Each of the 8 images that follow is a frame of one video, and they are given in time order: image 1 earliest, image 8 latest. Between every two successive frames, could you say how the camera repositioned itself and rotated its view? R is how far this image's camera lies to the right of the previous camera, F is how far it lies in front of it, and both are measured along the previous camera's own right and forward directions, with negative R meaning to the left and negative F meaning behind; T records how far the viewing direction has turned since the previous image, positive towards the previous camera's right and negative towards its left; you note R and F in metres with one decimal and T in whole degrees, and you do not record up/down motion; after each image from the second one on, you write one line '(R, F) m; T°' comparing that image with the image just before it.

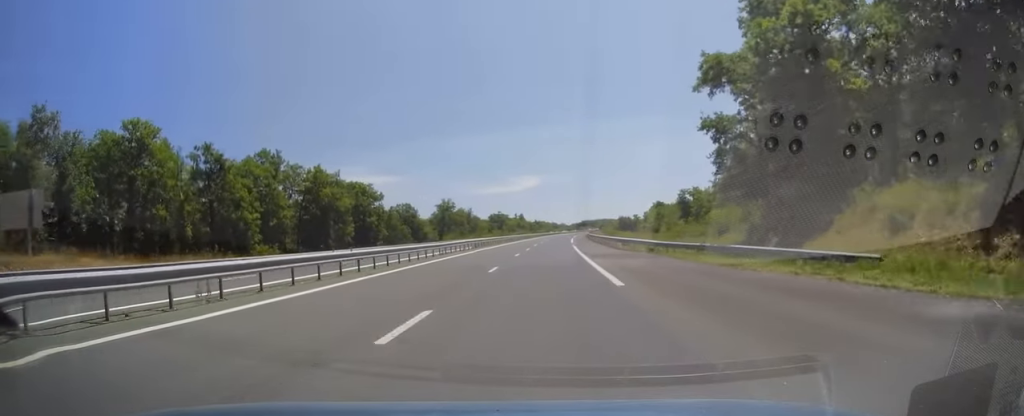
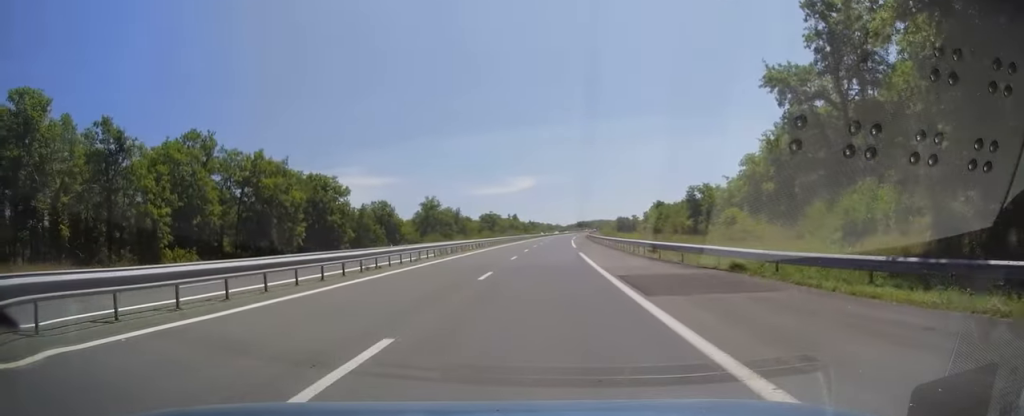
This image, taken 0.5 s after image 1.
(0.0, +15.8) m; 0°
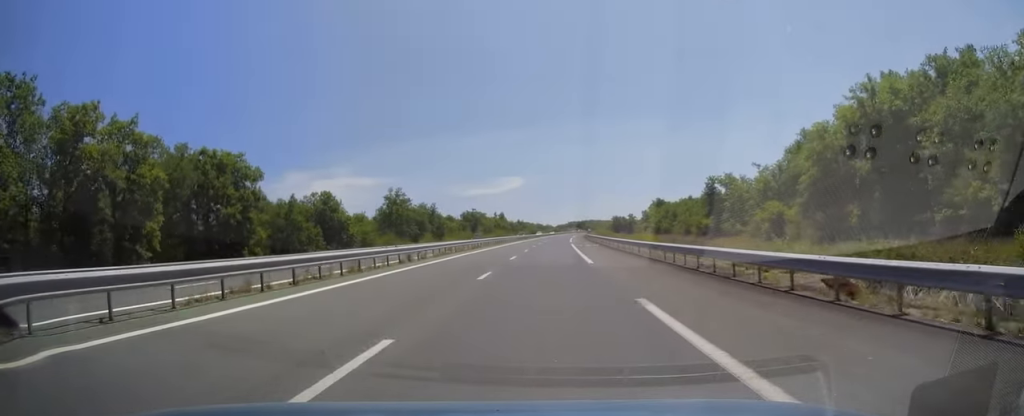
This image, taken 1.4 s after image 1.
(+0.1, +26.0) m; +1°
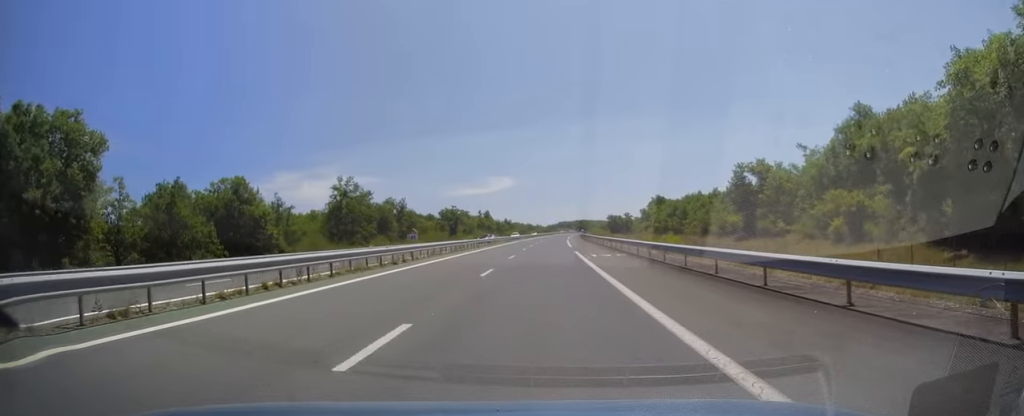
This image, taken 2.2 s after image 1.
(+0.4, +24.5) m; +1°
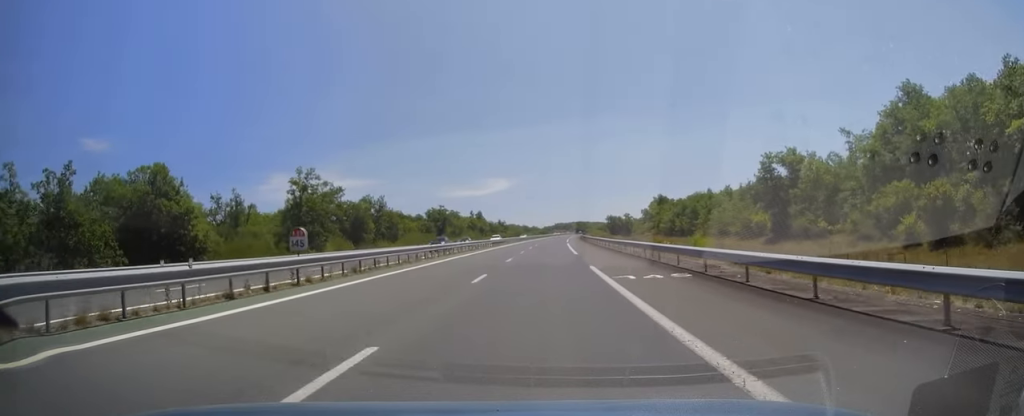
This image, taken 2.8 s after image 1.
(+0.2, +14.8) m; 0°
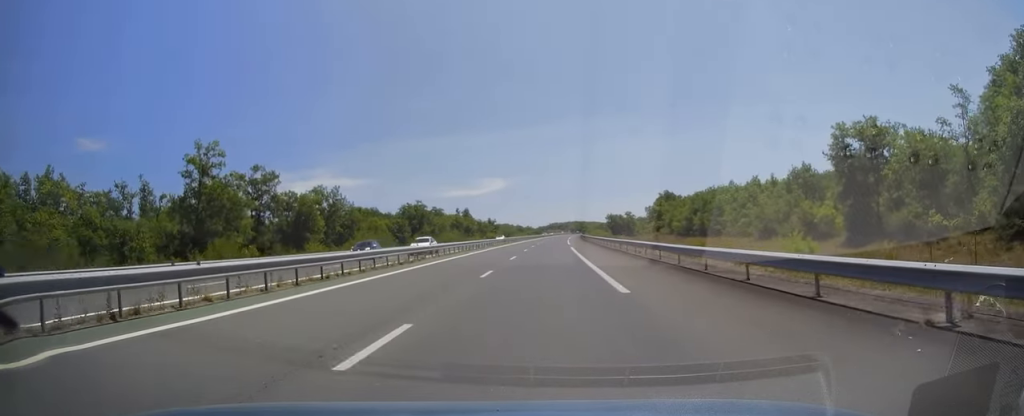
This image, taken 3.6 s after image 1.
(-0.2, +24.1) m; 0°
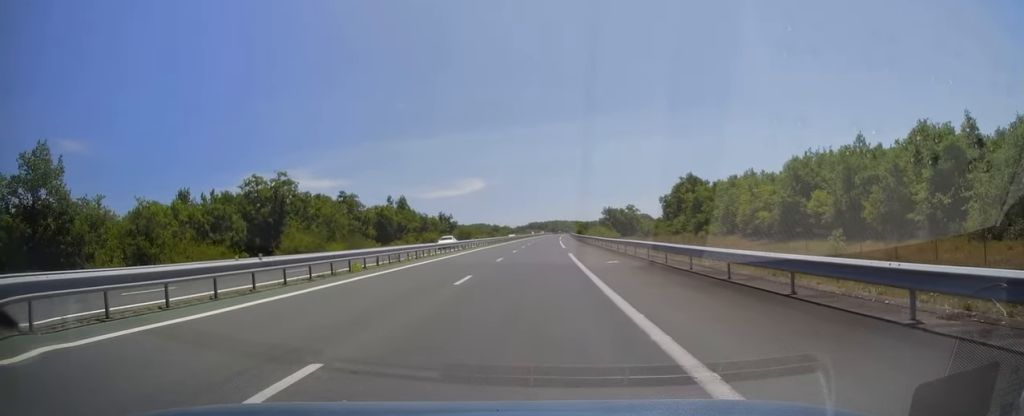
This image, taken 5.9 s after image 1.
(+1.2, +67.8) m; +2°
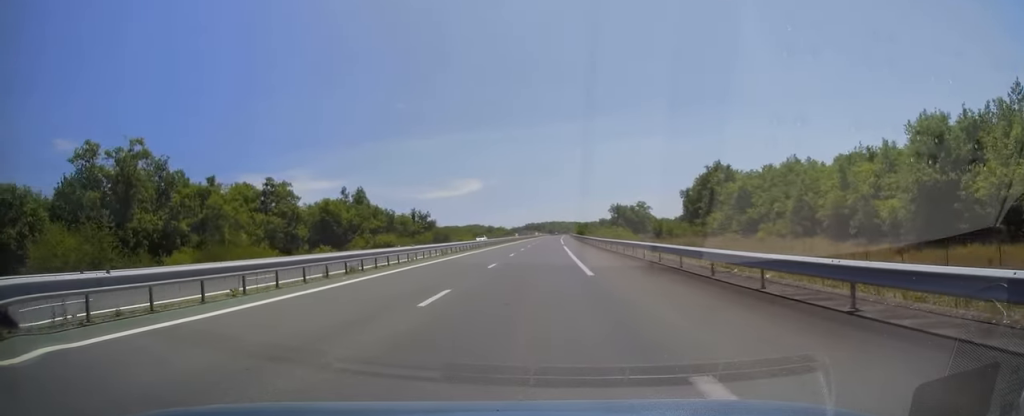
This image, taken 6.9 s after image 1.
(+0.2, +30.5) m; +1°
